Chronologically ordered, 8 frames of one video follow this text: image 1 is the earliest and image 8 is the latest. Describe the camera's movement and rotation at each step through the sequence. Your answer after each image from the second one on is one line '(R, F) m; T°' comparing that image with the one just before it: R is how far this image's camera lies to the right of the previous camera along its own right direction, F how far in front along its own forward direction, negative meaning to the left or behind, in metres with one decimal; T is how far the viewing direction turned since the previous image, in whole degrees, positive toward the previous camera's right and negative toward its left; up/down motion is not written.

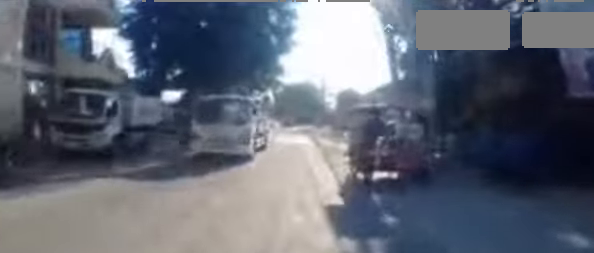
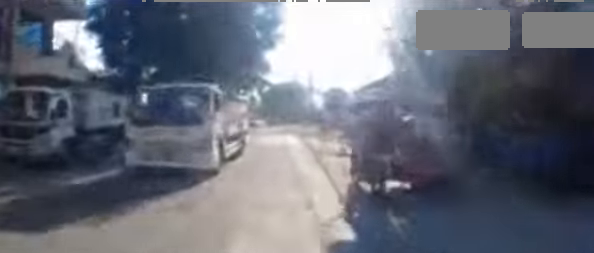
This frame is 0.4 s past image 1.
(+0.1, +1.7) m; -1°
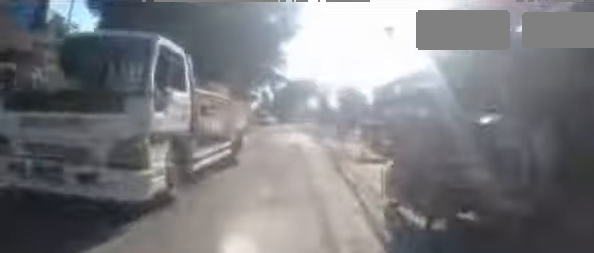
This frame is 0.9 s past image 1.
(+0.1, +2.0) m; -1°
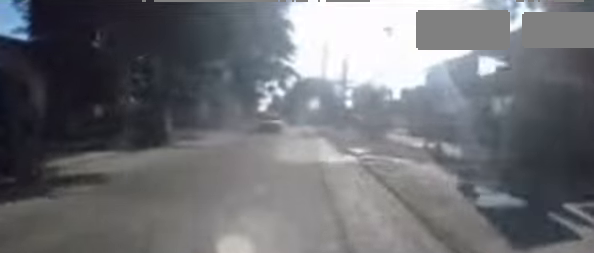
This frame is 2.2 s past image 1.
(+0.1, +7.5) m; +4°
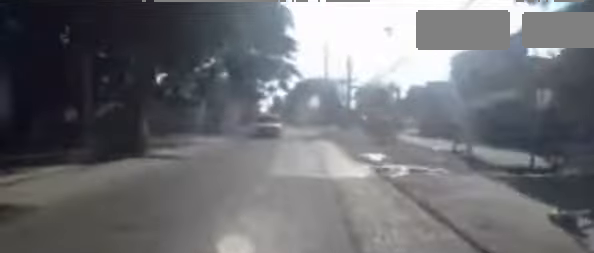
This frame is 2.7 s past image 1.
(+0.2, +2.5) m; +1°
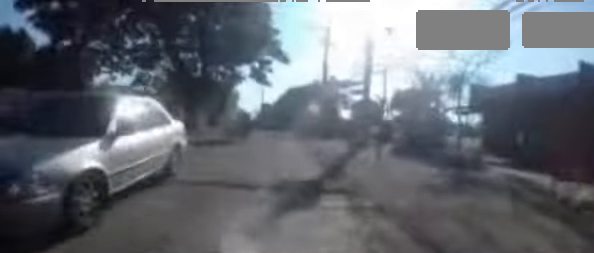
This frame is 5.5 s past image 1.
(+0.4, +14.1) m; +6°
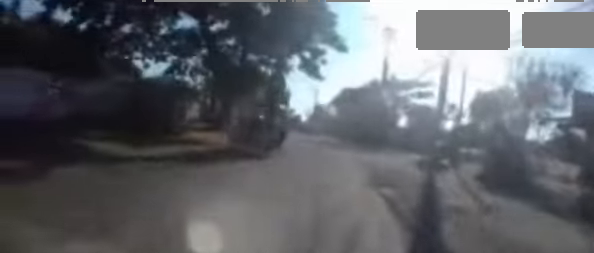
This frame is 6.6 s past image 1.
(0.0, +4.0) m; +1°
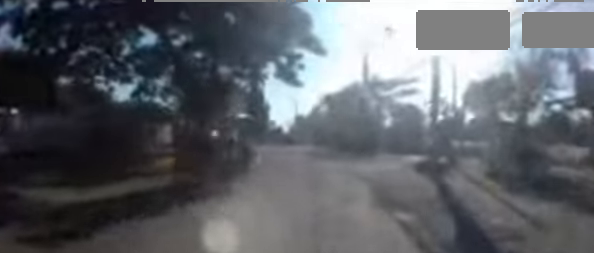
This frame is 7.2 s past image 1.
(0.0, +1.7) m; 0°
